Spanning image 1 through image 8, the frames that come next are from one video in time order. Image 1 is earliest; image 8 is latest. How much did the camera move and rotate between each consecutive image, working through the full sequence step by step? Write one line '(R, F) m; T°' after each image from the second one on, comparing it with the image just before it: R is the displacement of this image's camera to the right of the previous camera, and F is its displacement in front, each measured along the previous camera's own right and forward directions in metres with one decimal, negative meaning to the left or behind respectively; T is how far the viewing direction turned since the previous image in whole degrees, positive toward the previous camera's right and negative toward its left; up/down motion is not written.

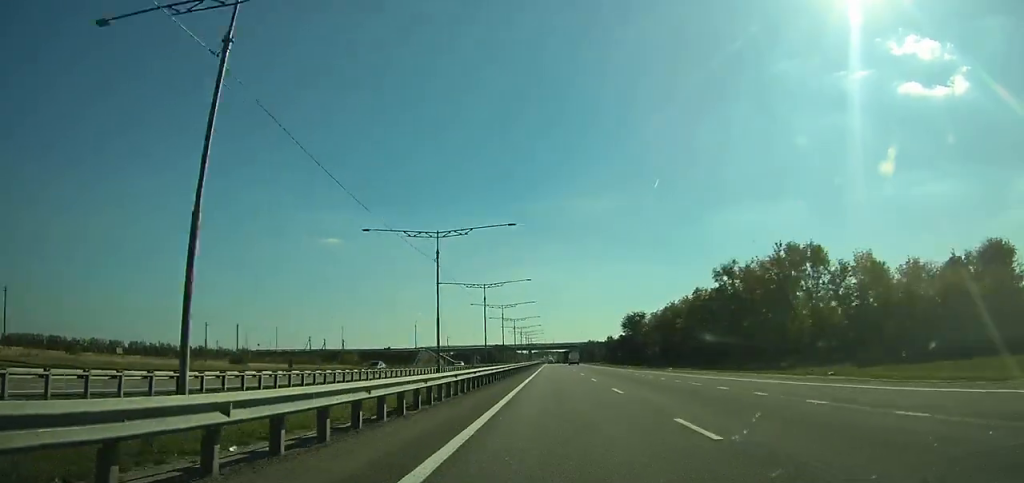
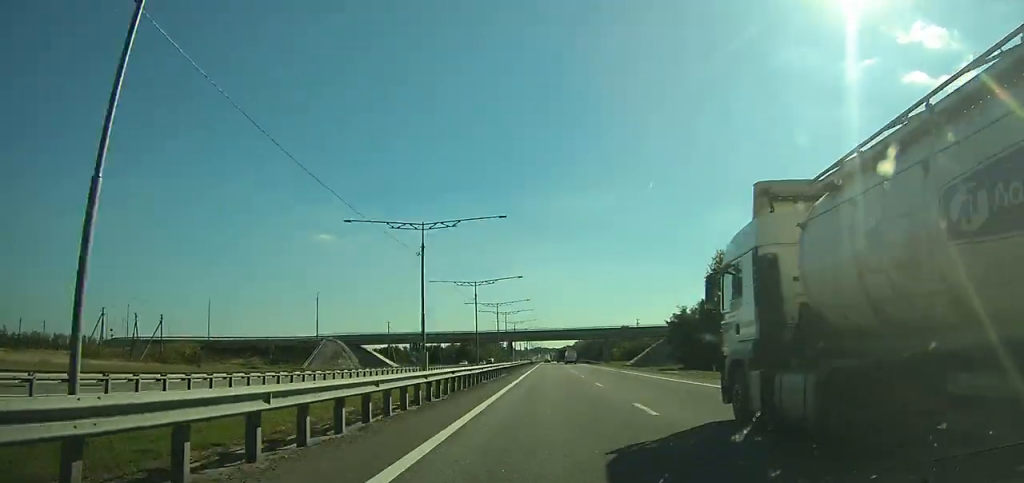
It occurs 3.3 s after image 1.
(+0.1, +90.6) m; 0°
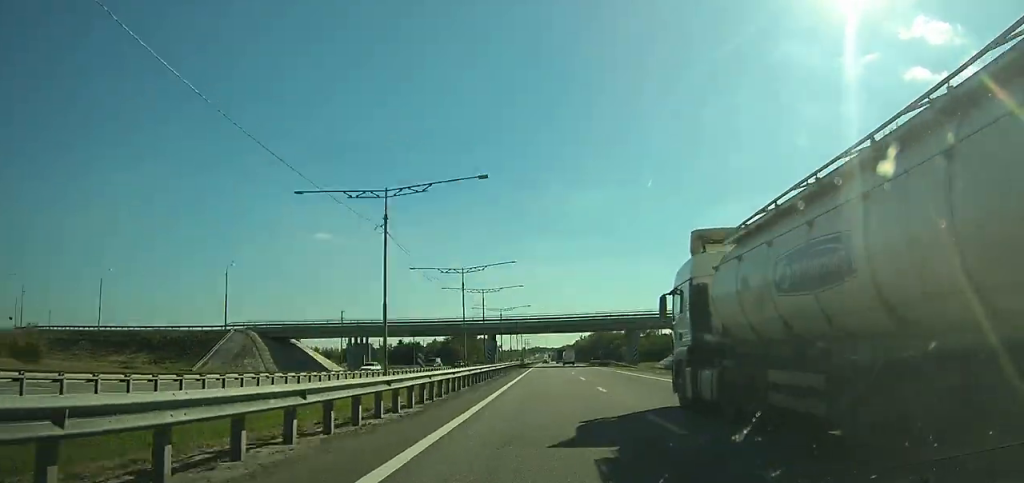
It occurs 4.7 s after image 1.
(0.0, +38.3) m; 0°
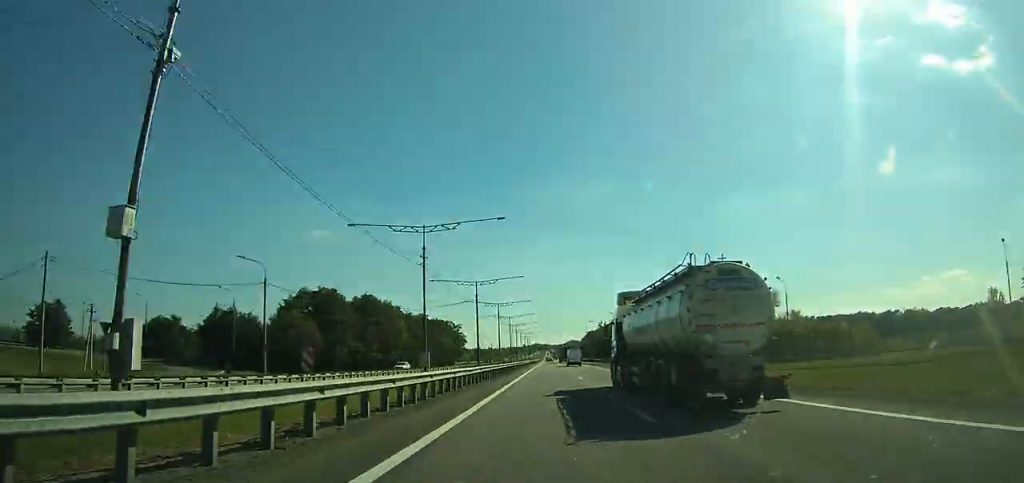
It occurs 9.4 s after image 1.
(+0.4, +133.2) m; 0°
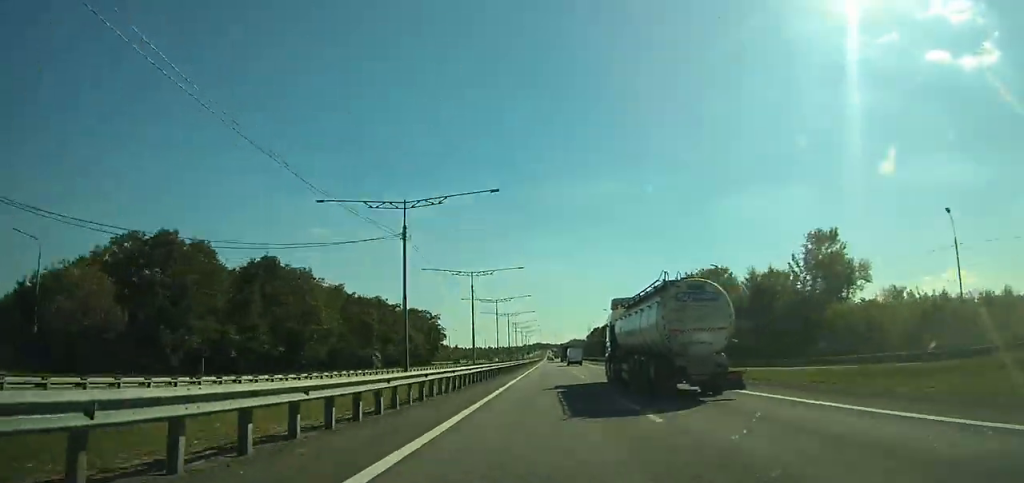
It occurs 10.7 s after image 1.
(0.0, +38.0) m; 0°
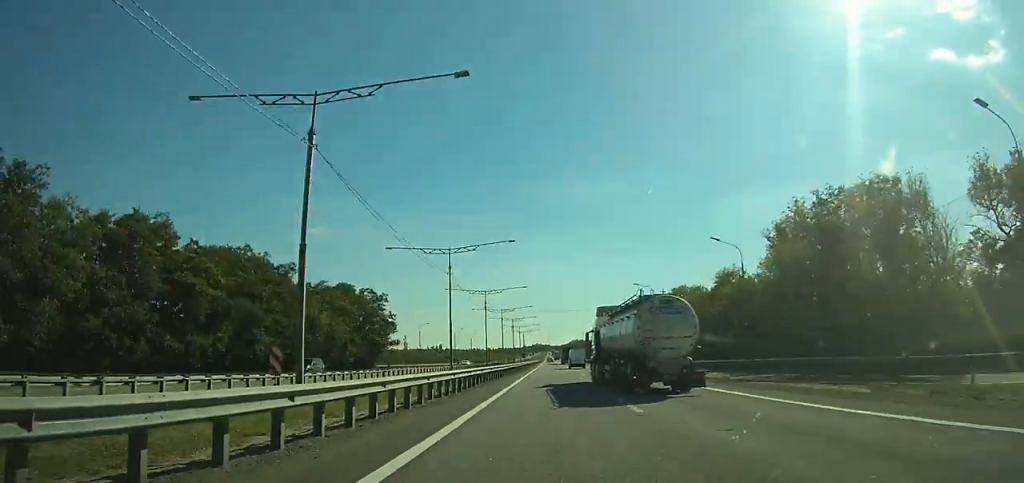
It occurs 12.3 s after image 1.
(-0.1, +46.6) m; 0°
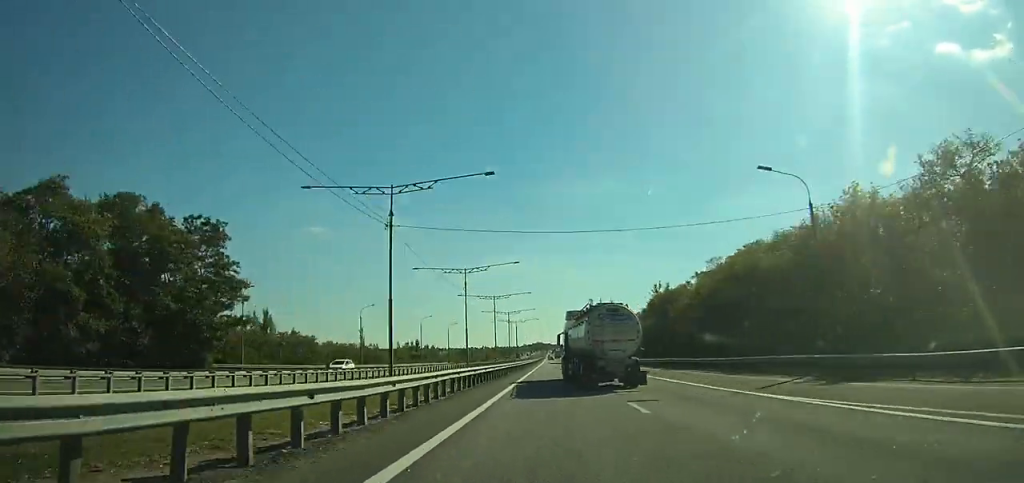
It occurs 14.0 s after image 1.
(-0.1, +49.0) m; 0°
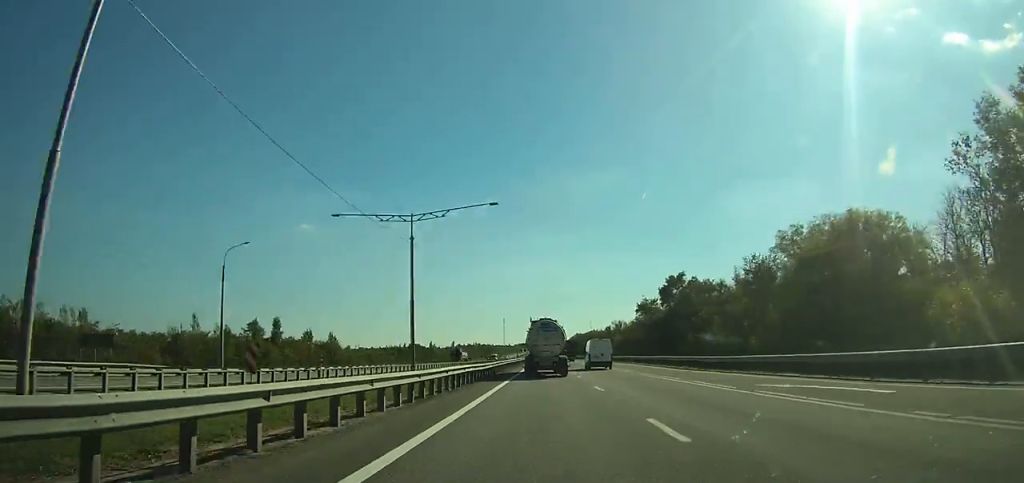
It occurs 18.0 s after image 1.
(-0.1, +111.7) m; 0°
